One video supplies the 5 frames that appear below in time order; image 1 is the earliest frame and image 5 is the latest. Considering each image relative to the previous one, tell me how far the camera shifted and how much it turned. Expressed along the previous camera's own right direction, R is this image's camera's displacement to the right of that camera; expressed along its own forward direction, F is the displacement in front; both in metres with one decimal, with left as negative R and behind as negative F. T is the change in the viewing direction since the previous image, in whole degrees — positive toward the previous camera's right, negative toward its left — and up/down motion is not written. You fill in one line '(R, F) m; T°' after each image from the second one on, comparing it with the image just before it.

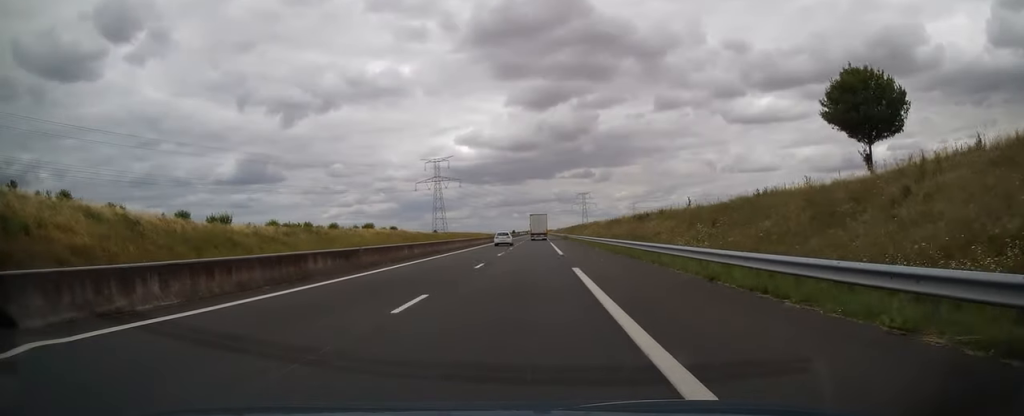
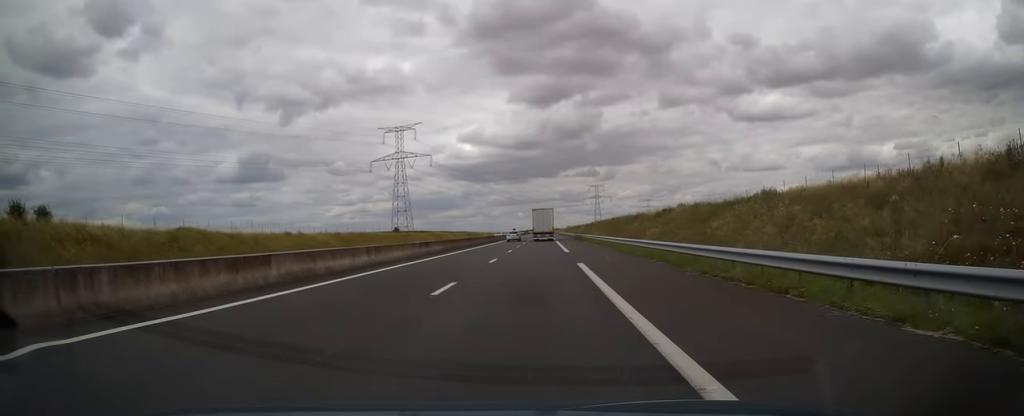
(-1.1, +101.3) m; 0°
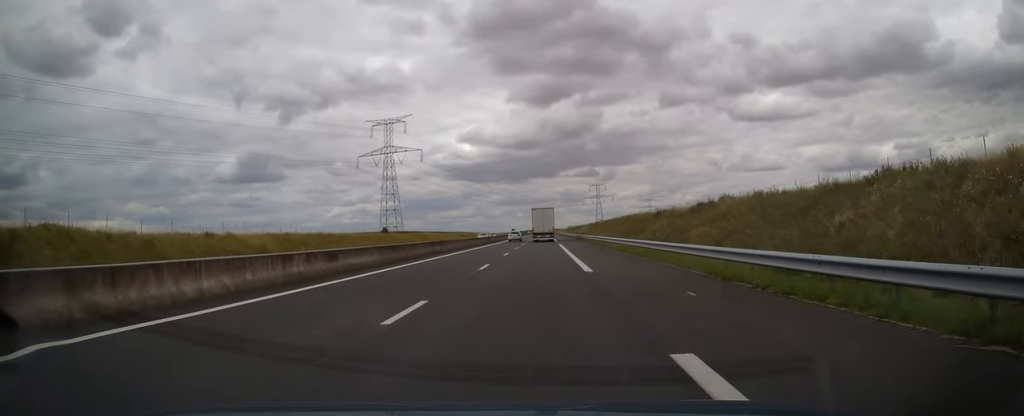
(+0.2, +17.1) m; 0°
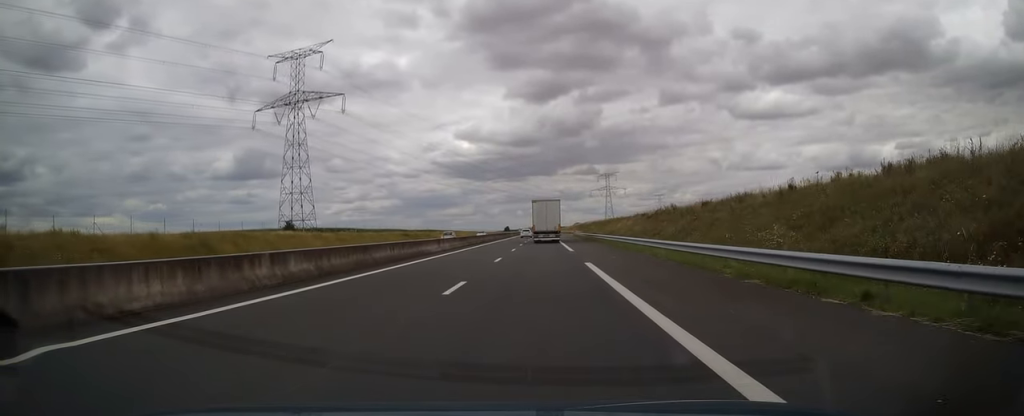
(-0.4, +86.7) m; 0°
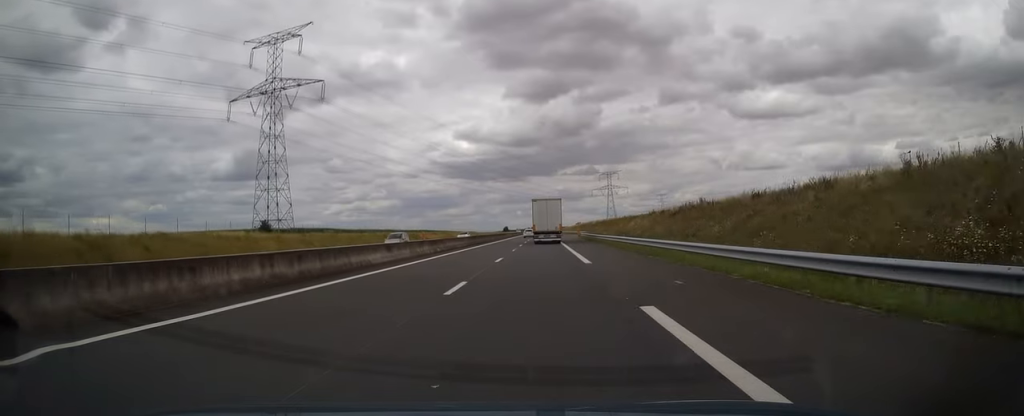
(+0.1, +13.1) m; 0°
